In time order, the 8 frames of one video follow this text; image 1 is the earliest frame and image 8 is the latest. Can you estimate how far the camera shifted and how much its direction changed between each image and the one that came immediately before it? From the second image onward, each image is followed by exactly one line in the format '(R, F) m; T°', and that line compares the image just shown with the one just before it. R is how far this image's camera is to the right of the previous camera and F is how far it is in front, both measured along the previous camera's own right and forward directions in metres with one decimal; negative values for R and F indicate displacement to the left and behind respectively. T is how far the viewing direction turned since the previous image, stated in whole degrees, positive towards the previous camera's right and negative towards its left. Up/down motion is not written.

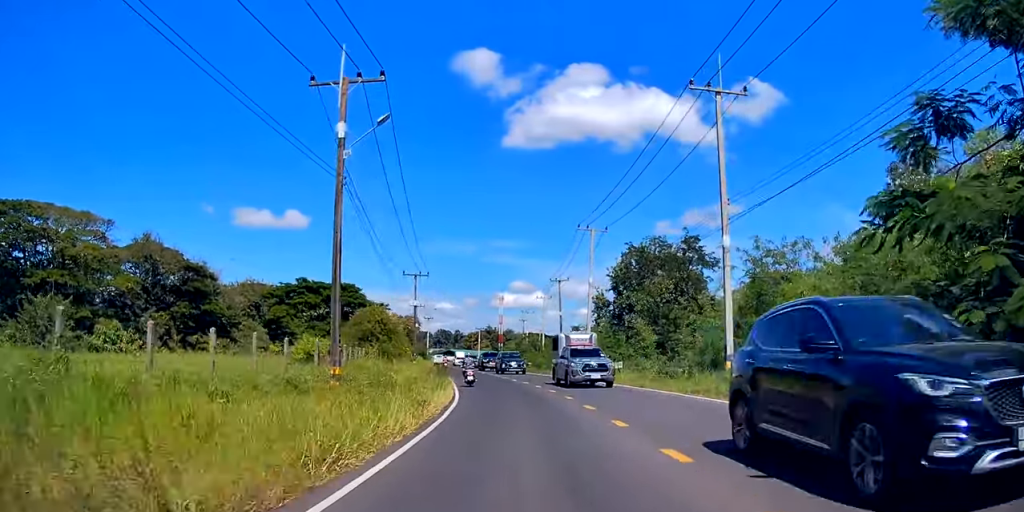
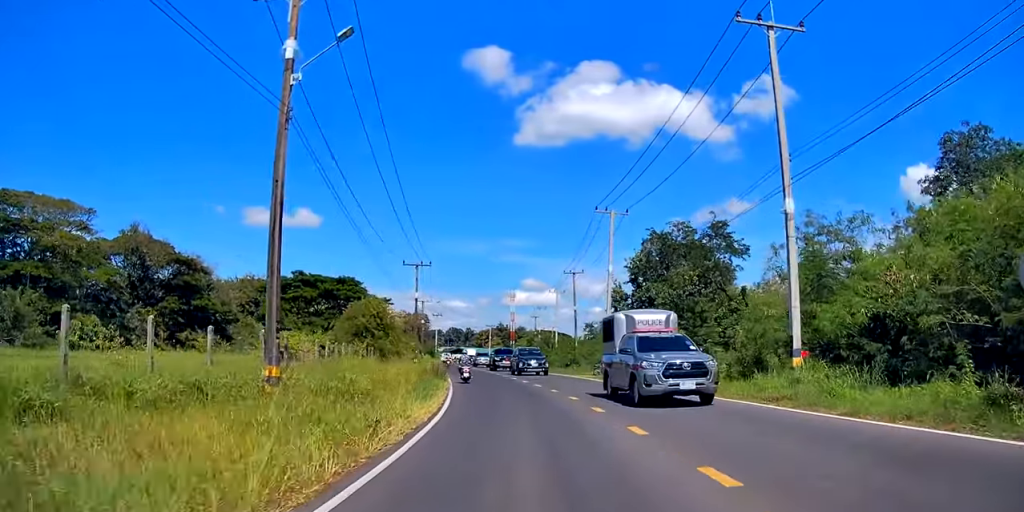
(-0.1, +5.5) m; -1°
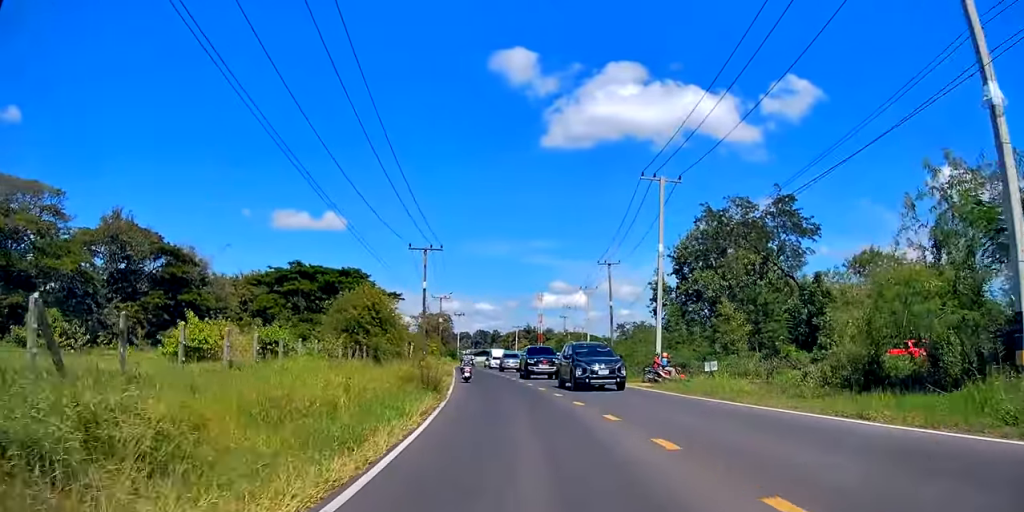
(0.0, +9.9) m; -1°
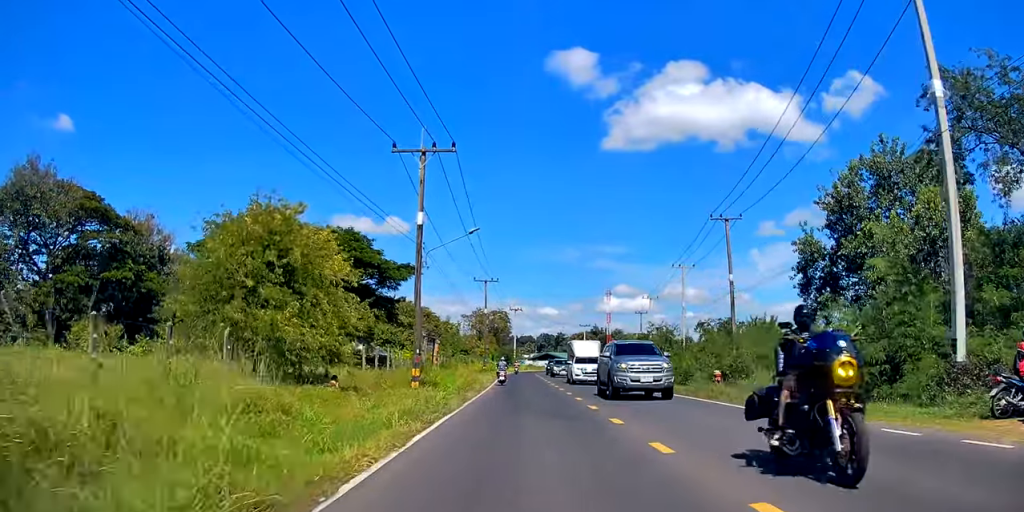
(-1.7, +23.8) m; -5°
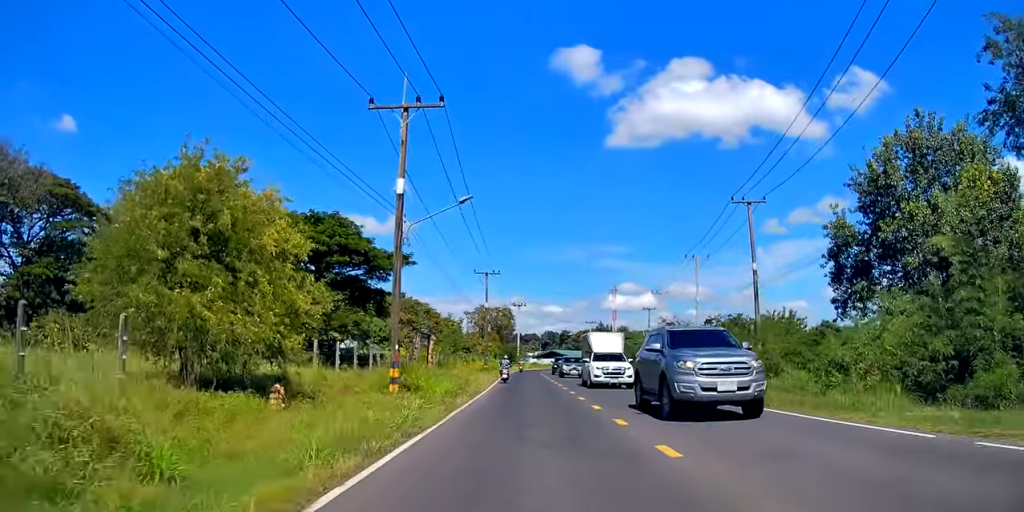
(+0.1, +4.6) m; 0°
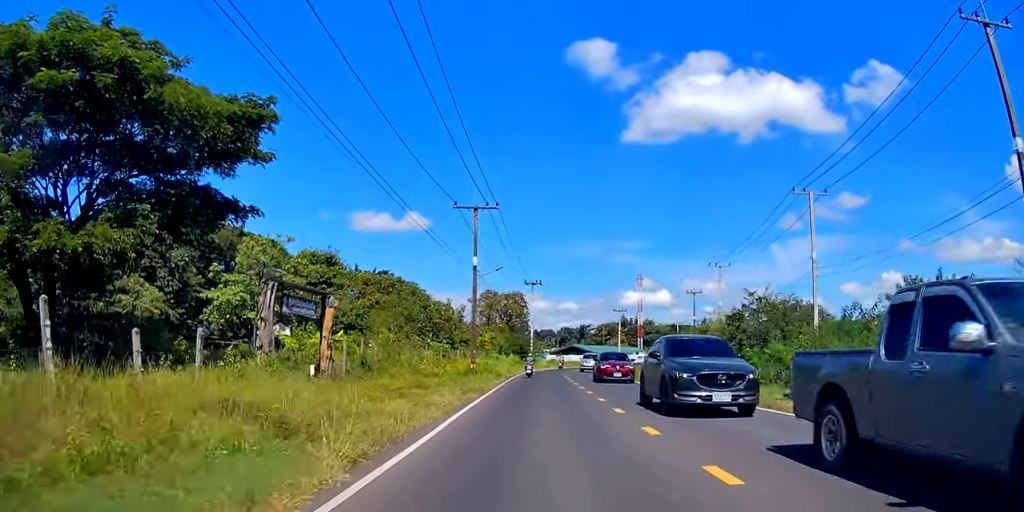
(+0.2, +25.8) m; +1°
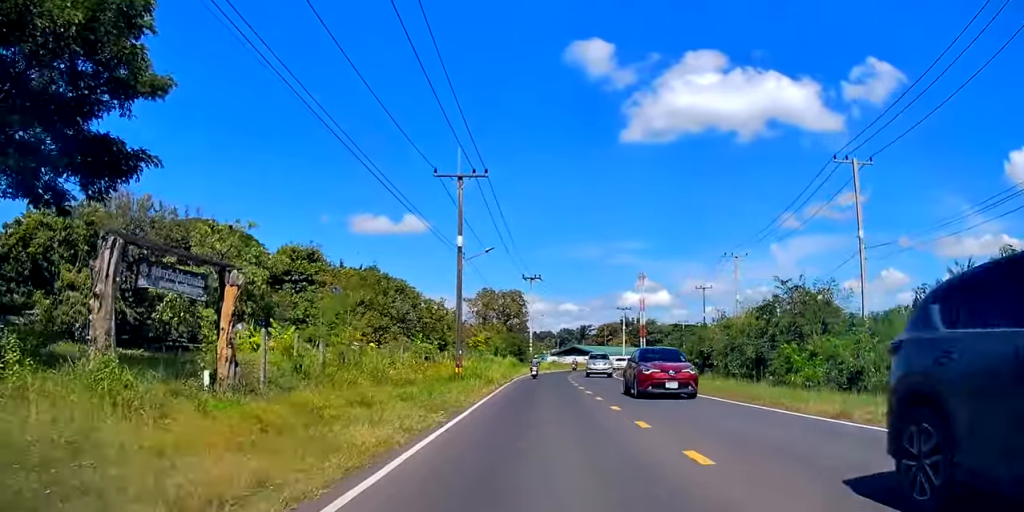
(0.0, +7.0) m; -2°
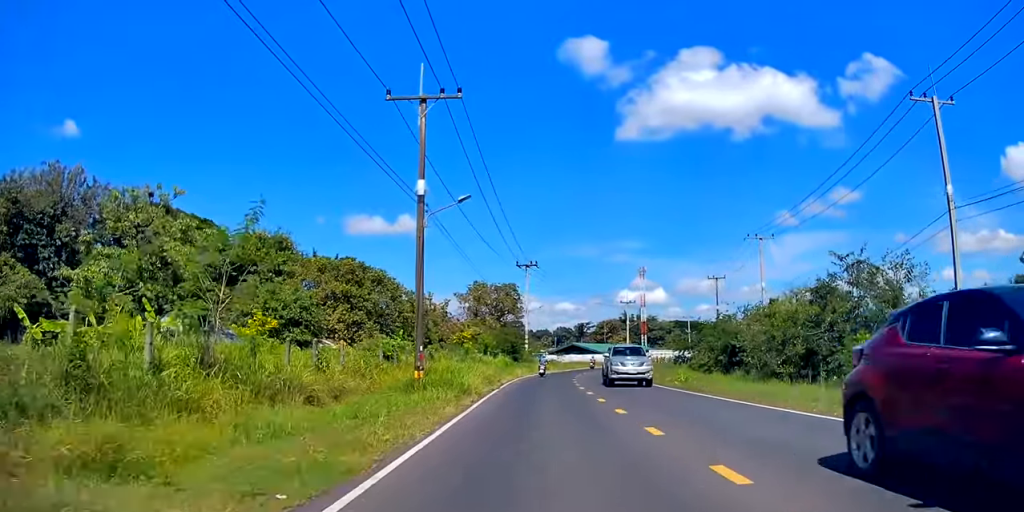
(-0.2, +9.1) m; -2°
